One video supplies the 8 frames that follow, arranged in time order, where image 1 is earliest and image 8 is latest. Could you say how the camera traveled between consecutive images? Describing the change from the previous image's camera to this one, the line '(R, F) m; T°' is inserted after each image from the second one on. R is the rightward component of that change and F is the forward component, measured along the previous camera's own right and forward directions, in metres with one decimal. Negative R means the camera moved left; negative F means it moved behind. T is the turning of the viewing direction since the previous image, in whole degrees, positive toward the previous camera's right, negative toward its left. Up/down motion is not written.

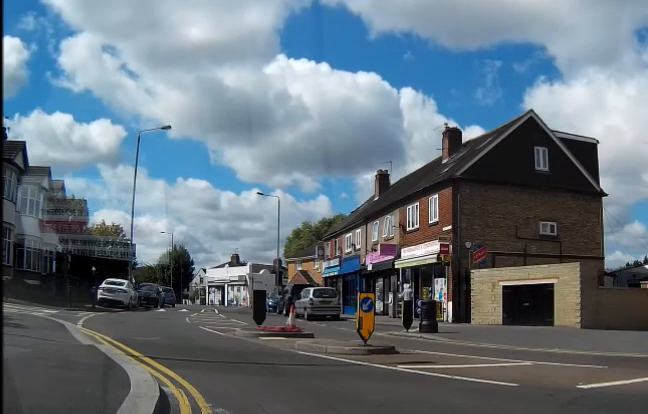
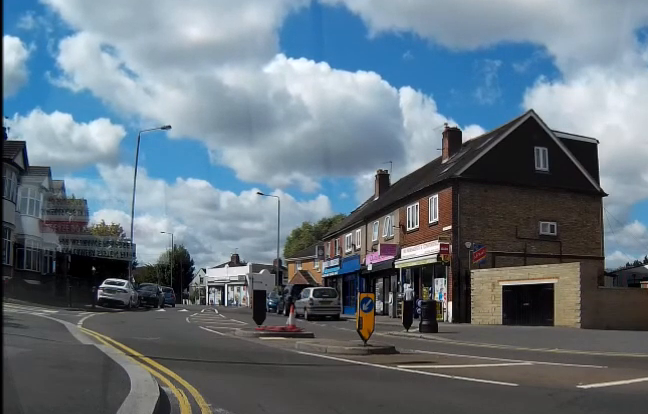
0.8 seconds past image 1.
(0.0, 0.0) m; 0°
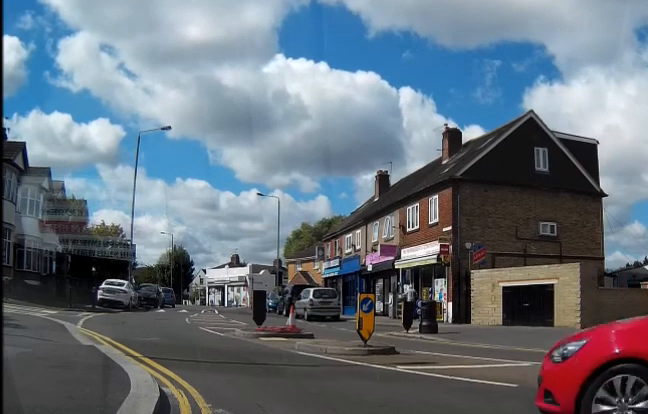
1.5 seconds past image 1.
(0.0, 0.0) m; 0°
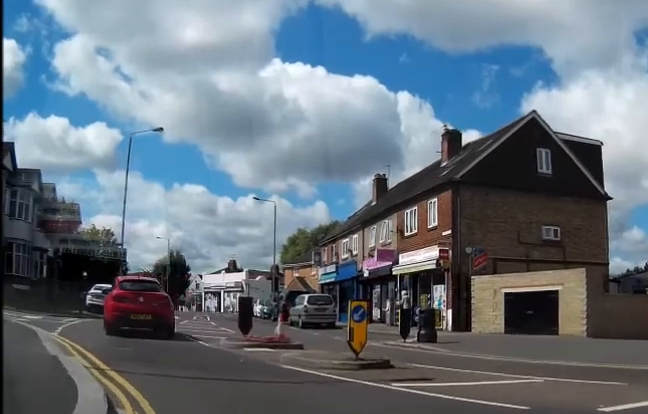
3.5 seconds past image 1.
(-0.2, +0.1) m; 0°
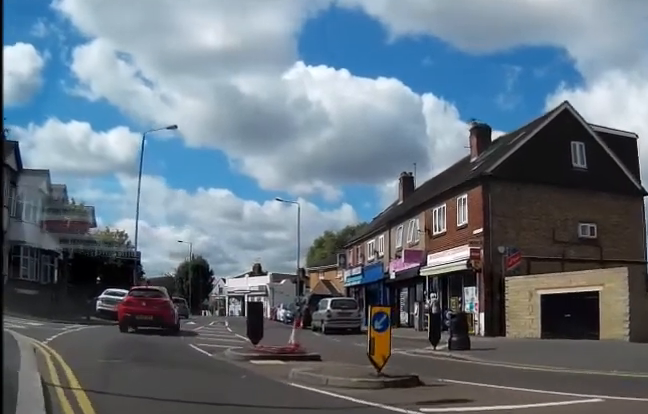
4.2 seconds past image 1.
(0.0, +1.5) m; -1°
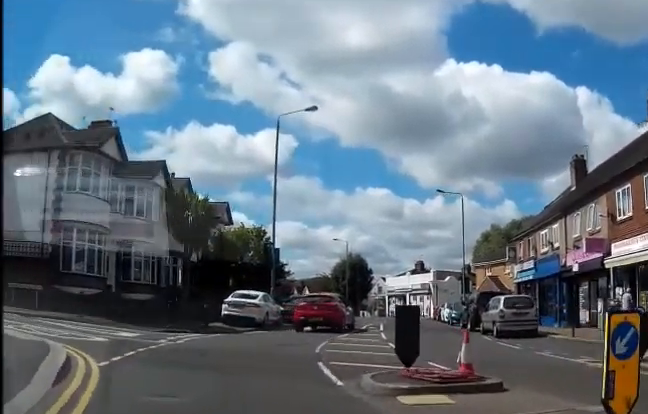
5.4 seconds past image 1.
(0.0, +3.0) m; -2°
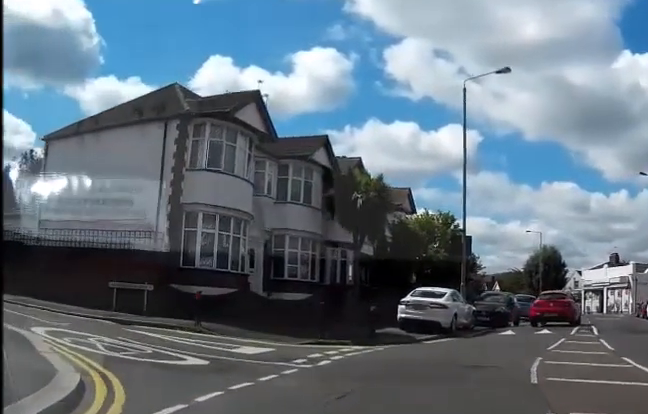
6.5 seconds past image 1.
(-0.2, +4.3) m; -7°
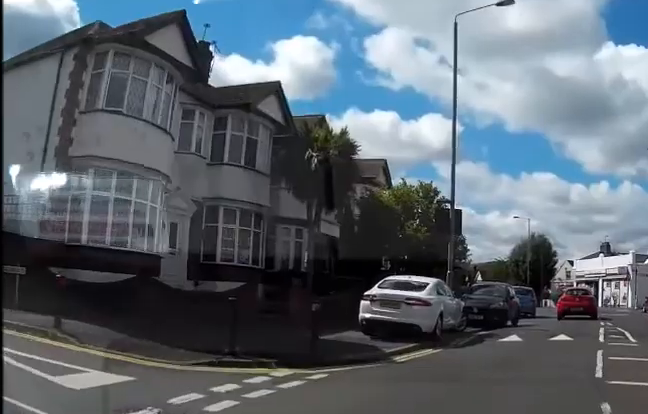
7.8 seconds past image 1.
(-0.4, +6.1) m; -4°
